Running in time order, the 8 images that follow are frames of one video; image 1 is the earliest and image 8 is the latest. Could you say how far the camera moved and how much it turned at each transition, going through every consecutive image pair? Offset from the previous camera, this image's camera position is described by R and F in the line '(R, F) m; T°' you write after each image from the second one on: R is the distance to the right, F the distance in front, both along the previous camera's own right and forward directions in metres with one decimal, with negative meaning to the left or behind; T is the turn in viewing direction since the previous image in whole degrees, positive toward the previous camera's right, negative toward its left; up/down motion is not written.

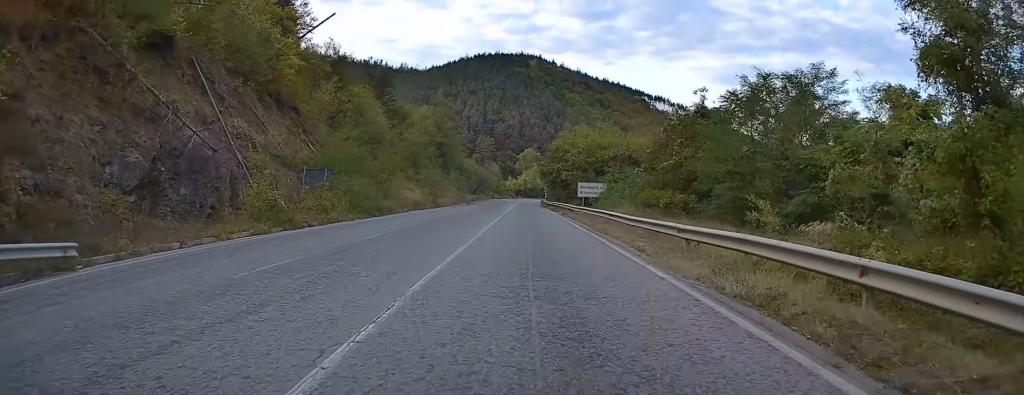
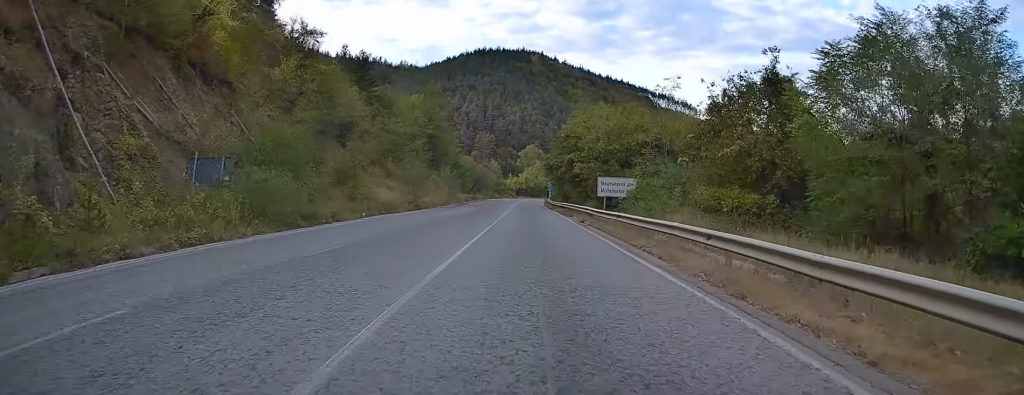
(+0.1, +14.2) m; 0°
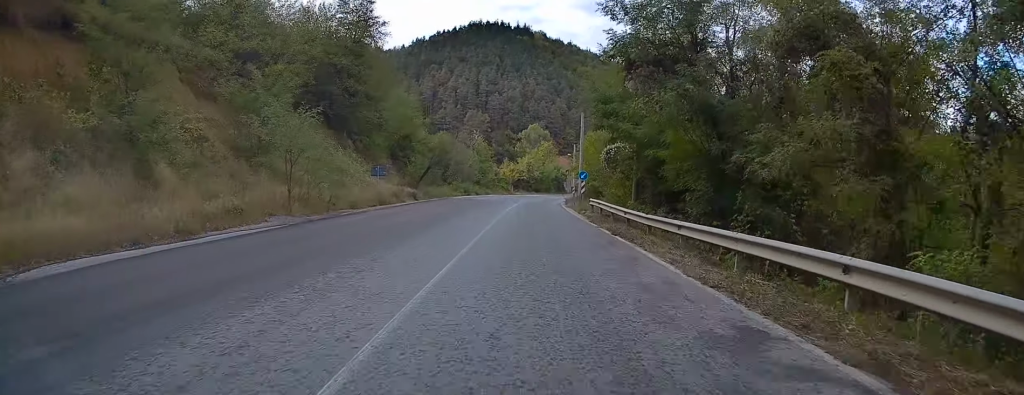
(+0.5, +61.0) m; 0°
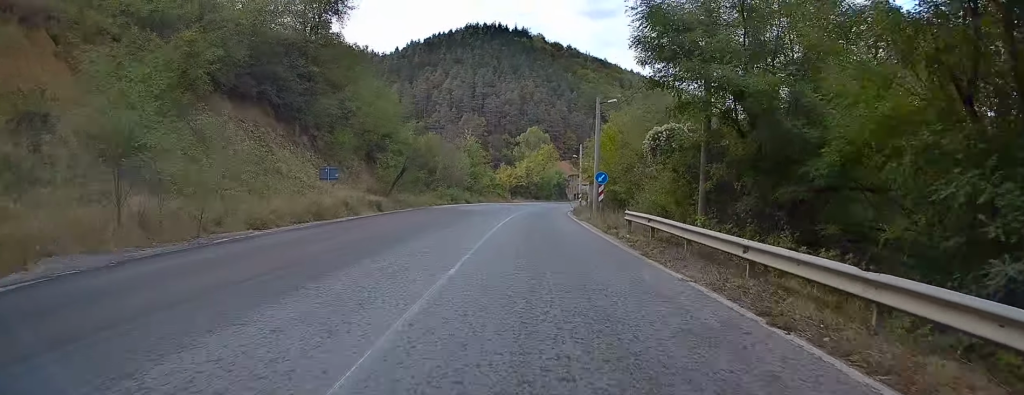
(-0.1, +12.8) m; 0°
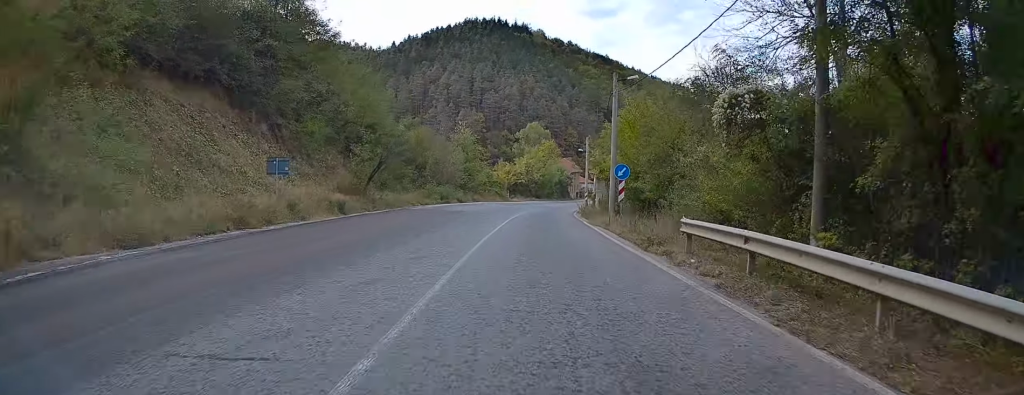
(-0.1, +8.2) m; +1°
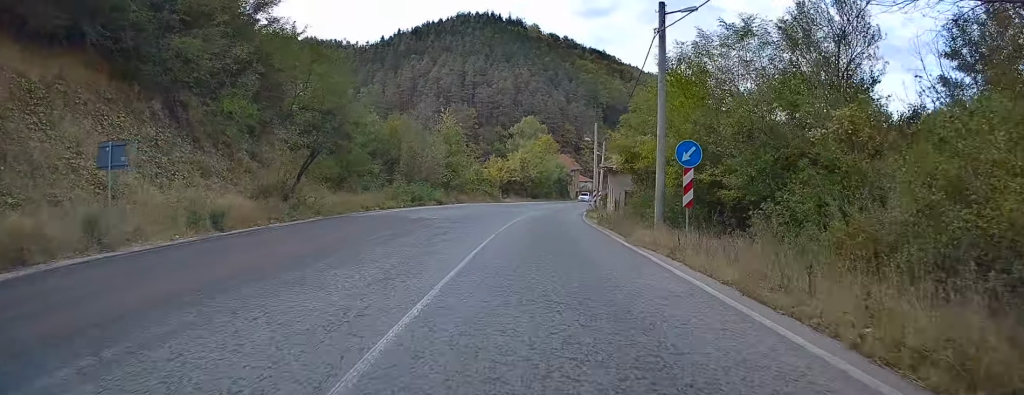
(+0.2, +13.1) m; +1°
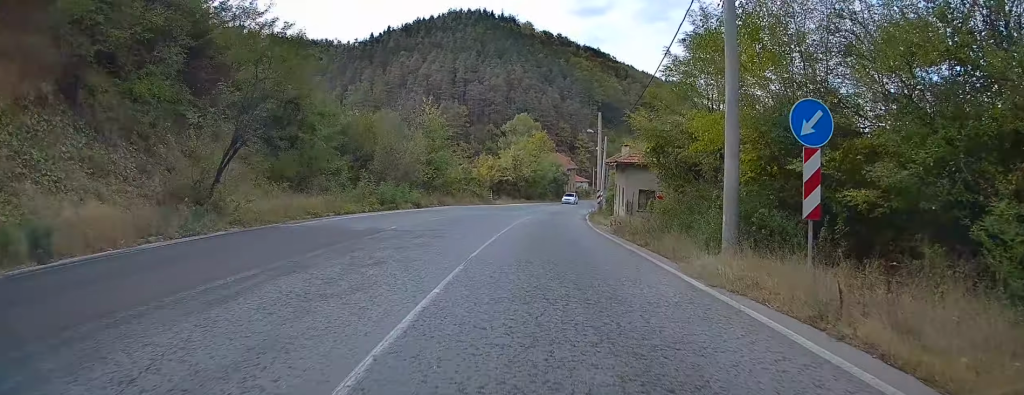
(+0.2, +8.1) m; 0°
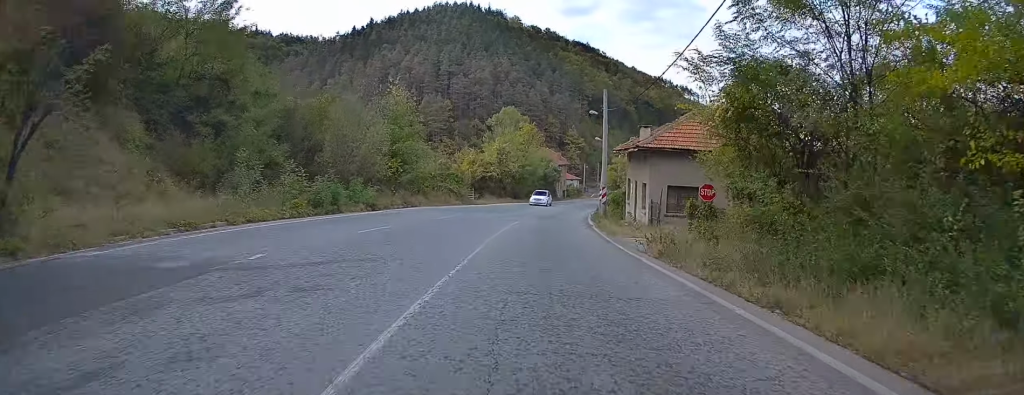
(-0.1, +10.4) m; 0°
